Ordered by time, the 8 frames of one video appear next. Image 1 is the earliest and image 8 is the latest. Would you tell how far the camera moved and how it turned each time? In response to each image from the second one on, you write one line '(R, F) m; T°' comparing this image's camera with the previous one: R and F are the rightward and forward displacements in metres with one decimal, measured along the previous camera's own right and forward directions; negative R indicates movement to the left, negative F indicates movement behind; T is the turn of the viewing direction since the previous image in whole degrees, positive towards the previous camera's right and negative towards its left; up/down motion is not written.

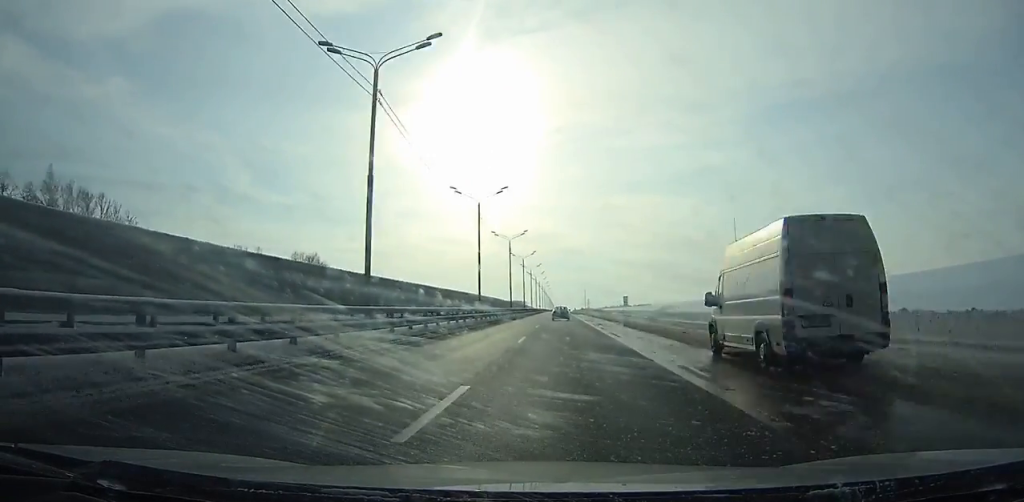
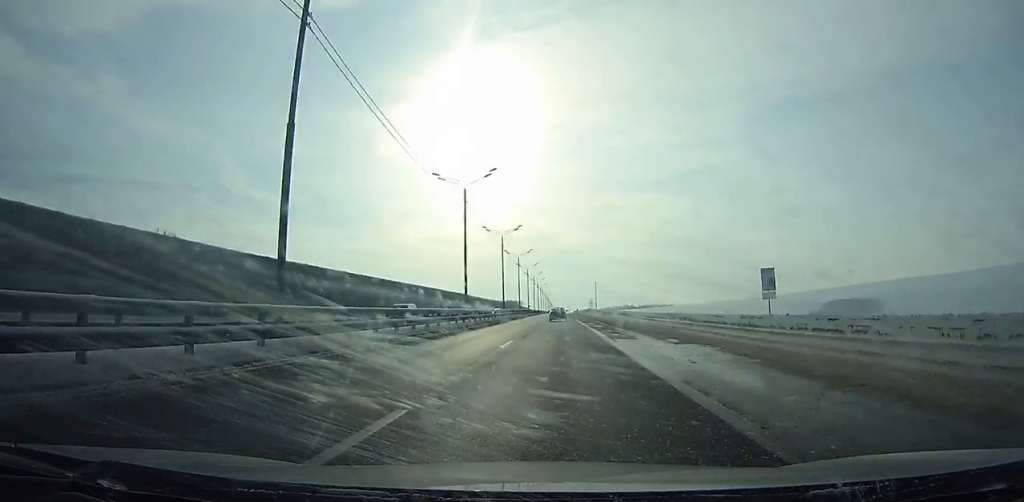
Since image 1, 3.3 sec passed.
(+0.3, +82.0) m; 0°
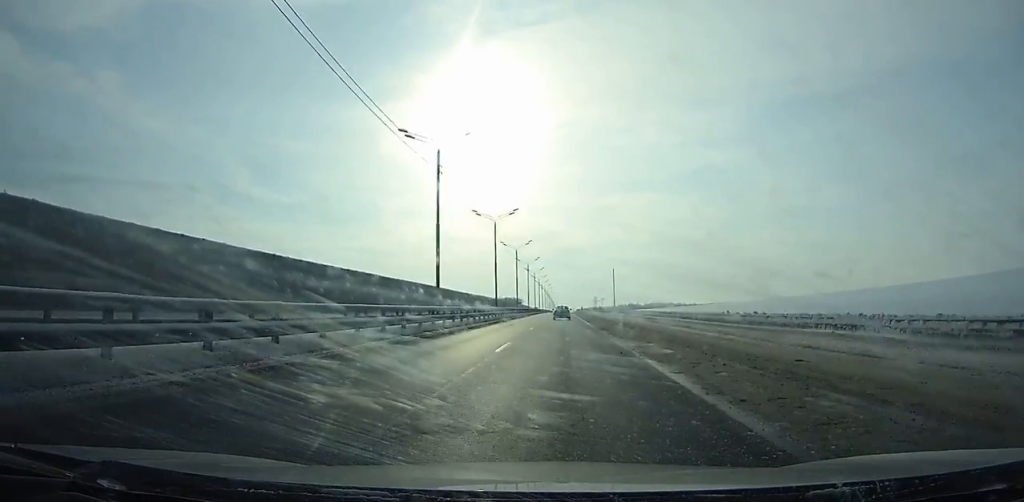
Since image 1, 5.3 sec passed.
(-0.1, +50.0) m; 0°
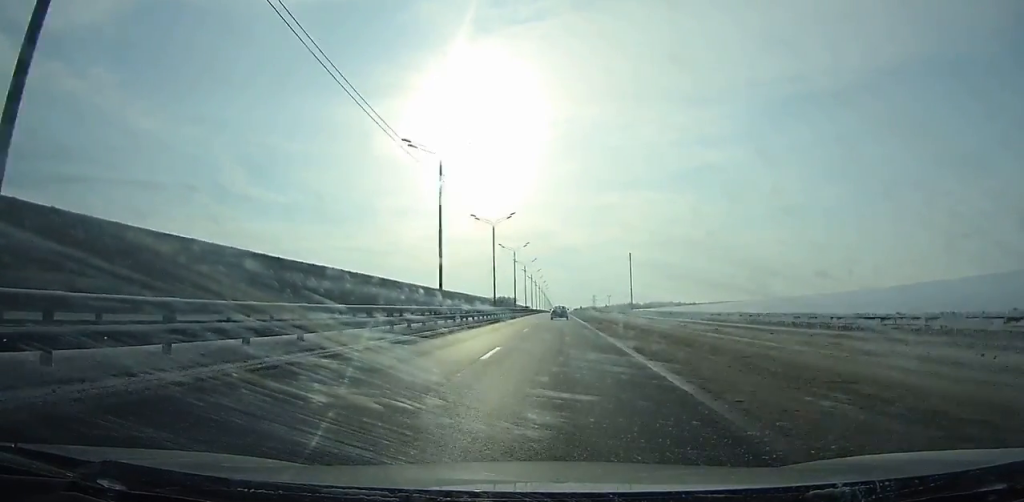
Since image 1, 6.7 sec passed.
(0.0, +35.4) m; 0°
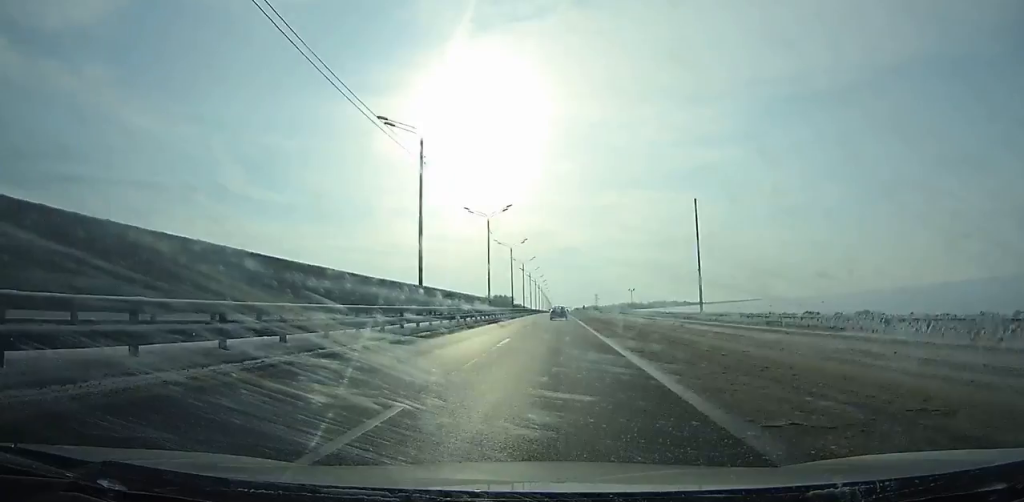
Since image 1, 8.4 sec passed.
(0.0, +43.2) m; 0°
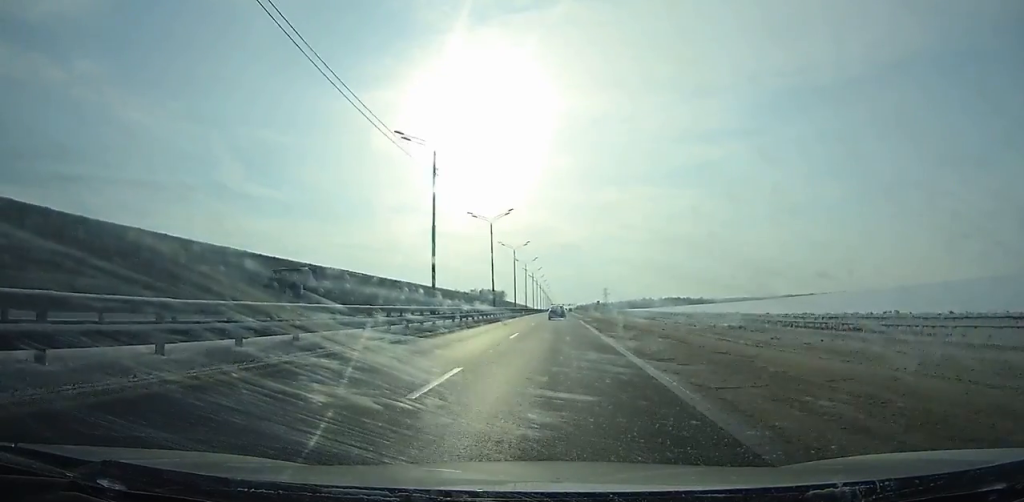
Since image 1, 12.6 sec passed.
(-0.4, +109.2) m; 0°
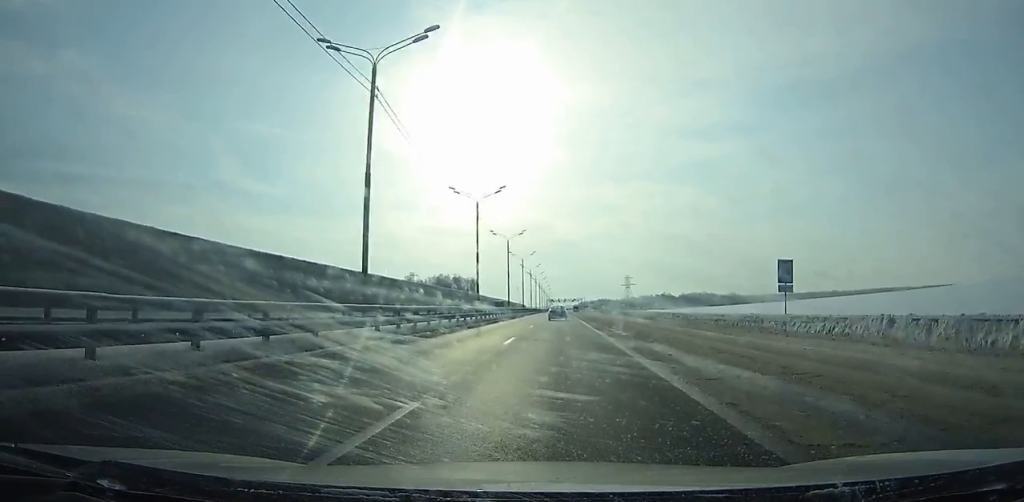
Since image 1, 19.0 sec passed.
(+0.9, +169.0) m; 0°
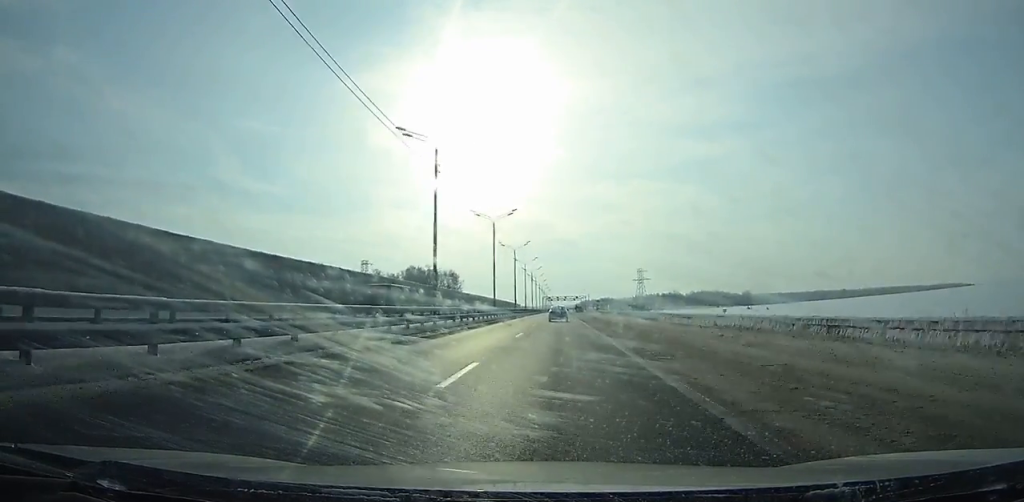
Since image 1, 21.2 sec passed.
(0.0, +58.2) m; 0°
